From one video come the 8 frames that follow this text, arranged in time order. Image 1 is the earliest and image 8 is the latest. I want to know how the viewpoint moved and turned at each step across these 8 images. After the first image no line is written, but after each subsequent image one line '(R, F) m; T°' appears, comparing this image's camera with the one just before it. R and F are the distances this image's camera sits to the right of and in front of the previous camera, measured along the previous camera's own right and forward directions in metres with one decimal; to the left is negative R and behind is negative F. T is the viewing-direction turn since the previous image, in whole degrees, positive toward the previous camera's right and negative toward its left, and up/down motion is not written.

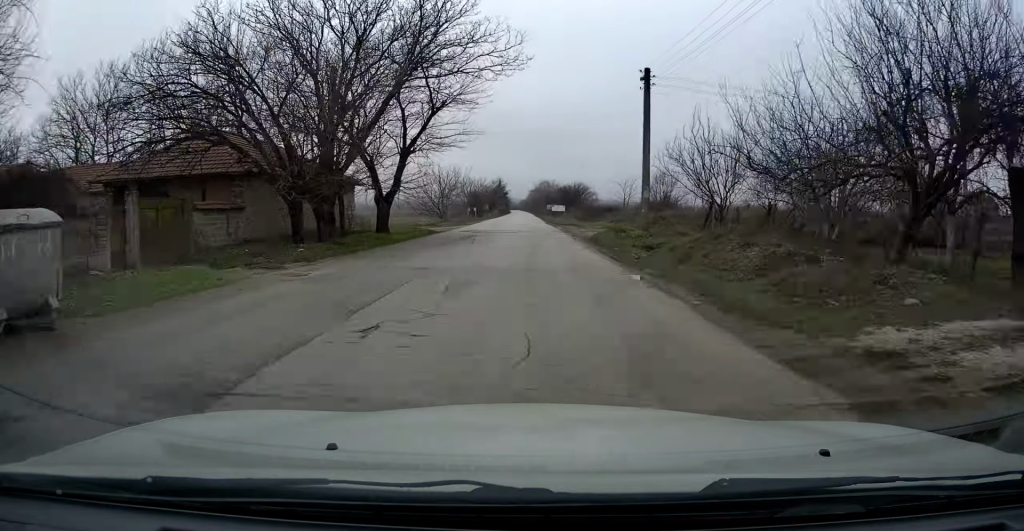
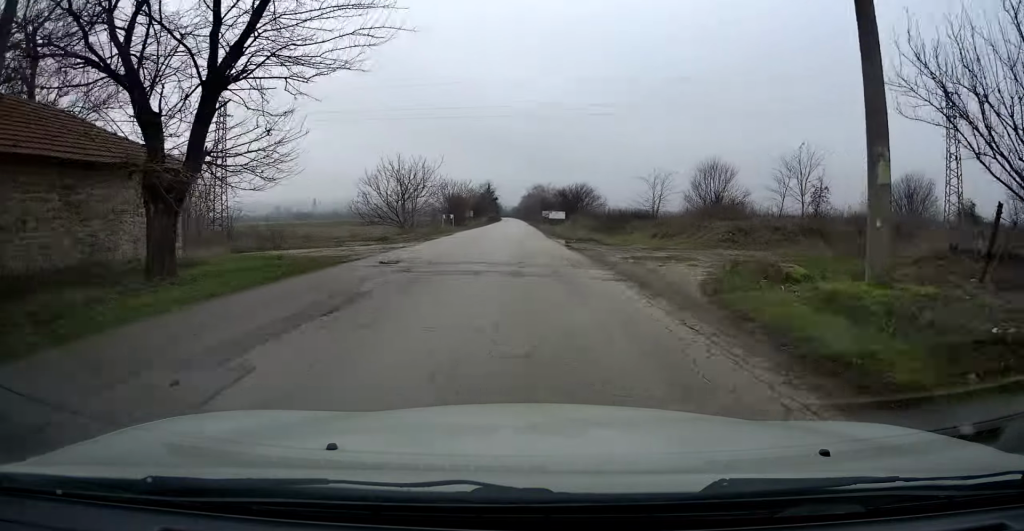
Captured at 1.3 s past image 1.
(0.0, +18.9) m; -2°
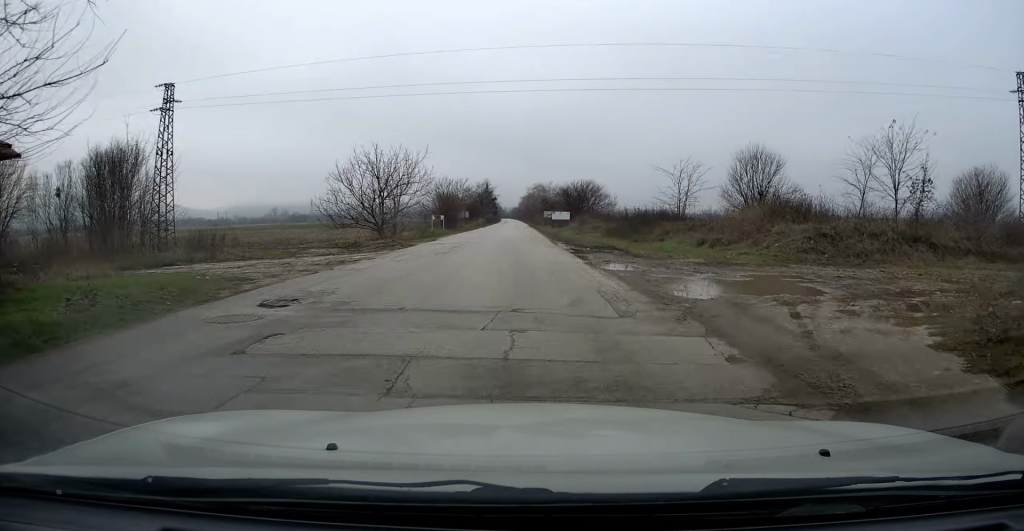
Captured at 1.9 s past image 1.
(-0.2, +8.2) m; 0°
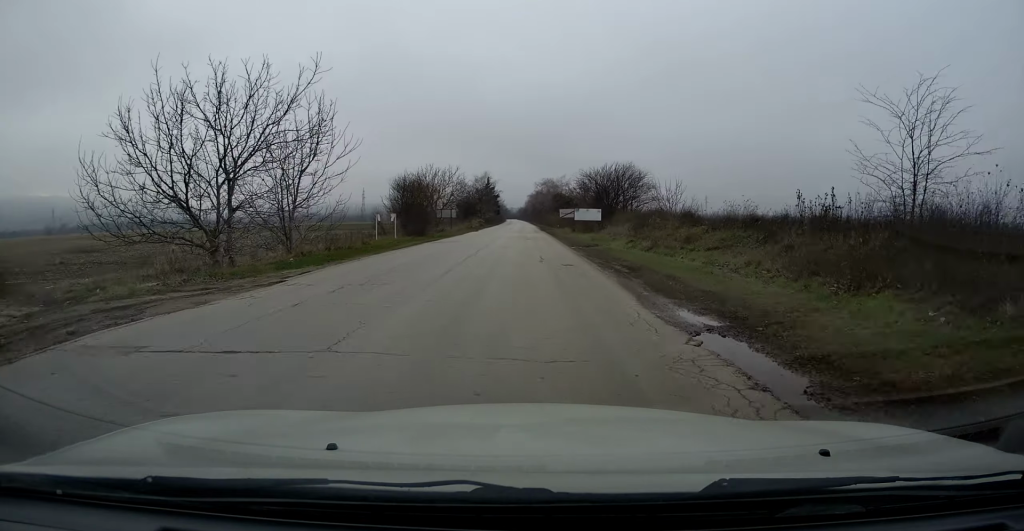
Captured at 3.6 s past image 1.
(+0.2, +24.5) m; 0°
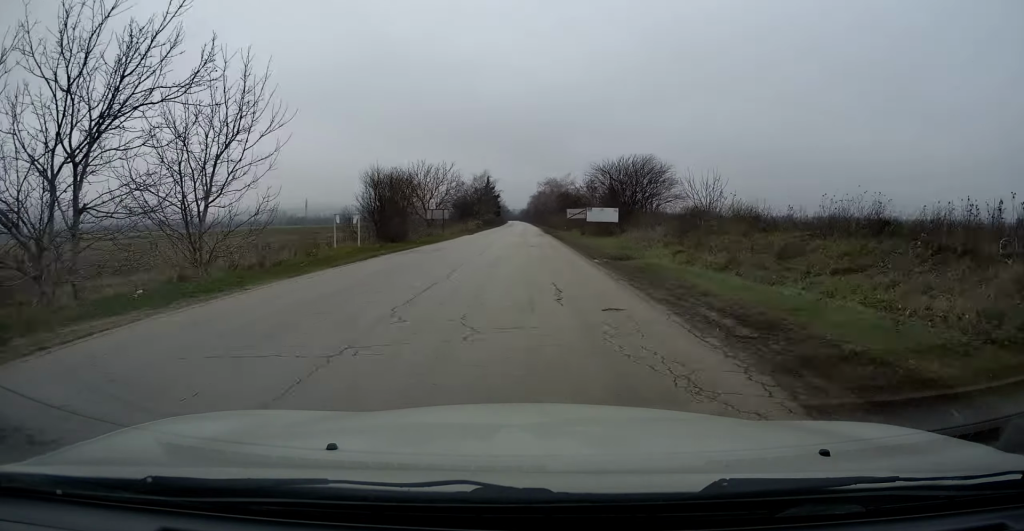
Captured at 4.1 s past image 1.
(-0.2, +7.9) m; -1°
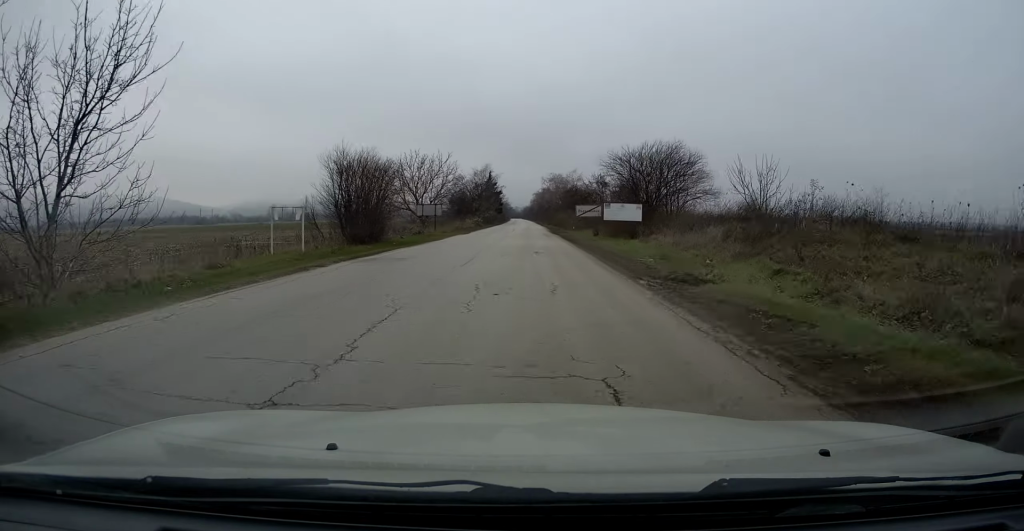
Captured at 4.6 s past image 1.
(-0.1, +7.0) m; 0°
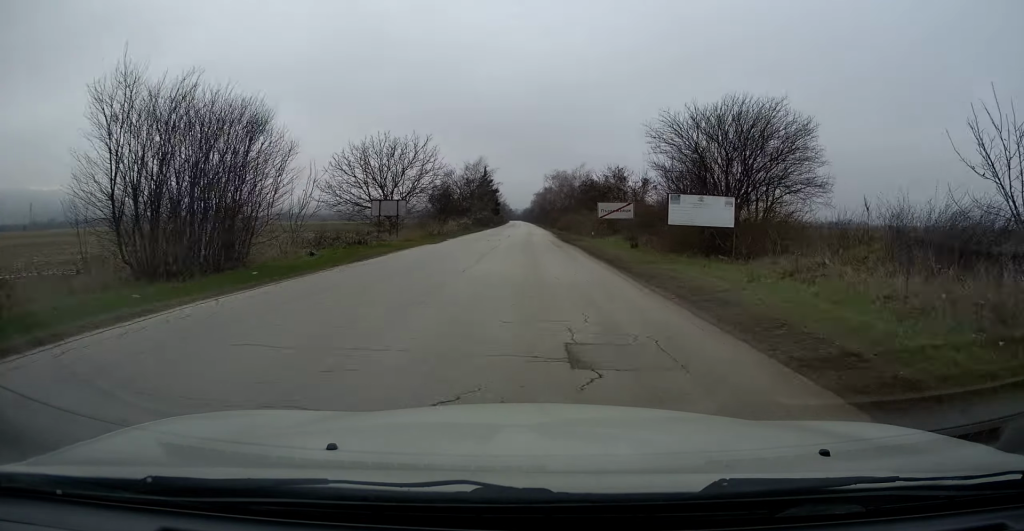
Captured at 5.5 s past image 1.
(+0.1, +15.1) m; +1°
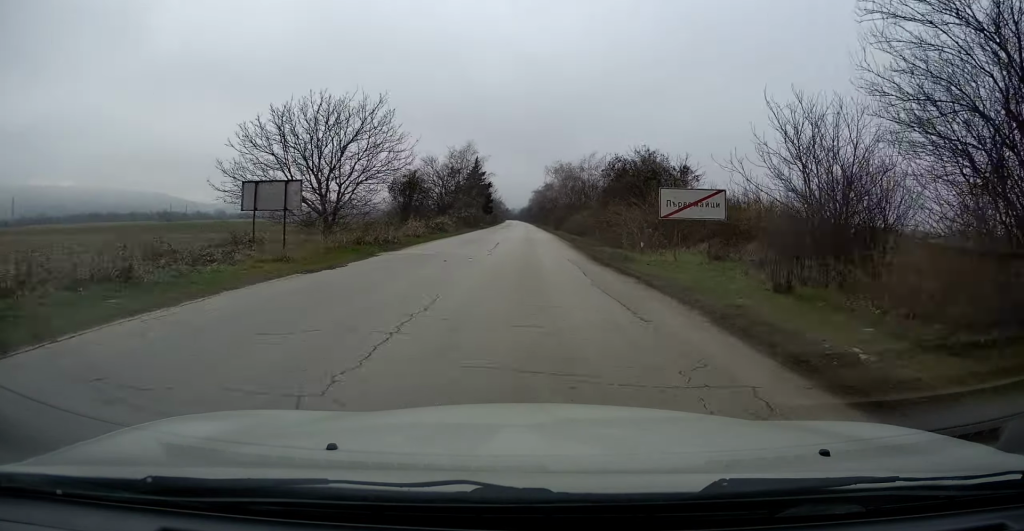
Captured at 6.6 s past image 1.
(+0.1, +17.0) m; +1°
